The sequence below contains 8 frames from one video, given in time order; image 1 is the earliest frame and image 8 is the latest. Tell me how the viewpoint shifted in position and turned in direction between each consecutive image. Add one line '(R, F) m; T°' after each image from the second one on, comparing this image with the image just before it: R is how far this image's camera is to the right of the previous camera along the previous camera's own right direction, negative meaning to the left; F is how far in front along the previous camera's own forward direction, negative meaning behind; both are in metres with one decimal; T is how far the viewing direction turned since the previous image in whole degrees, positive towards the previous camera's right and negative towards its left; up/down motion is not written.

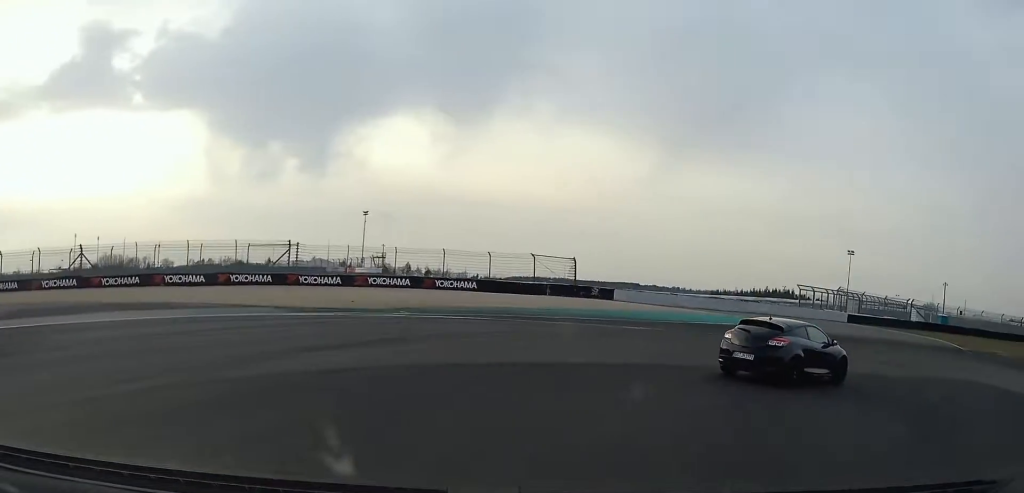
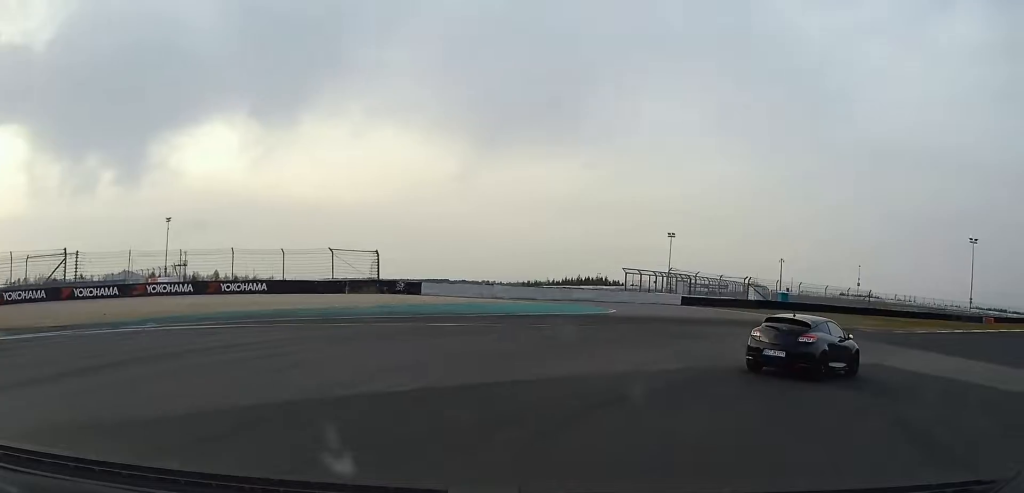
(+0.1, +5.9) m; +17°
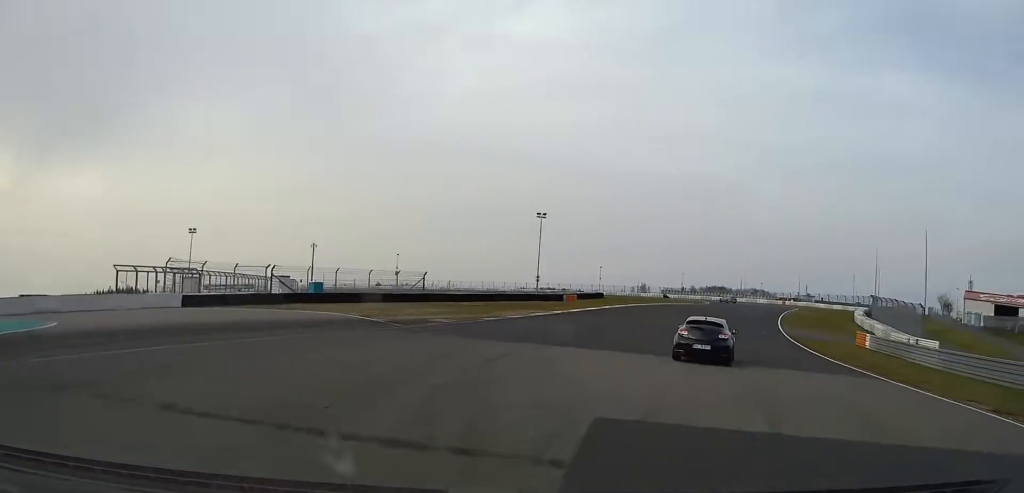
(+5.5, +13.6) m; +38°
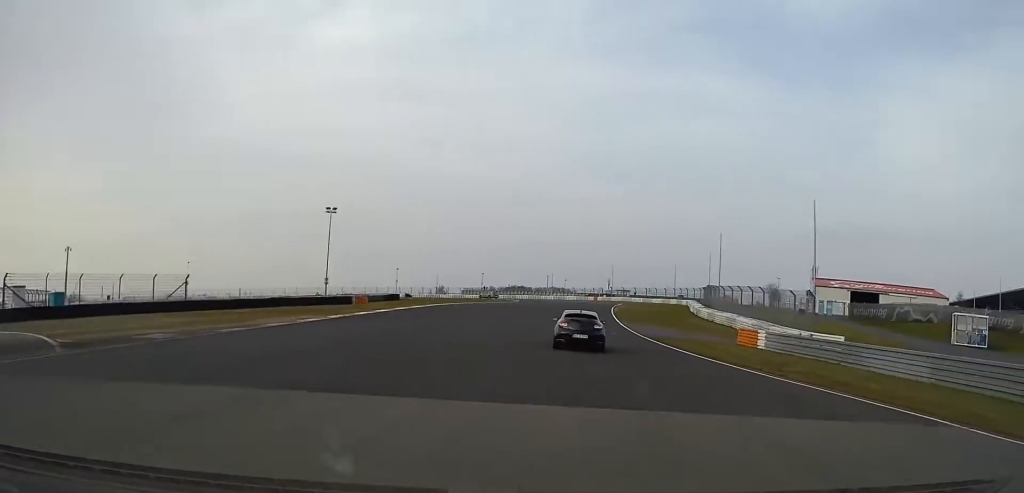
(+1.8, +11.7) m; +11°
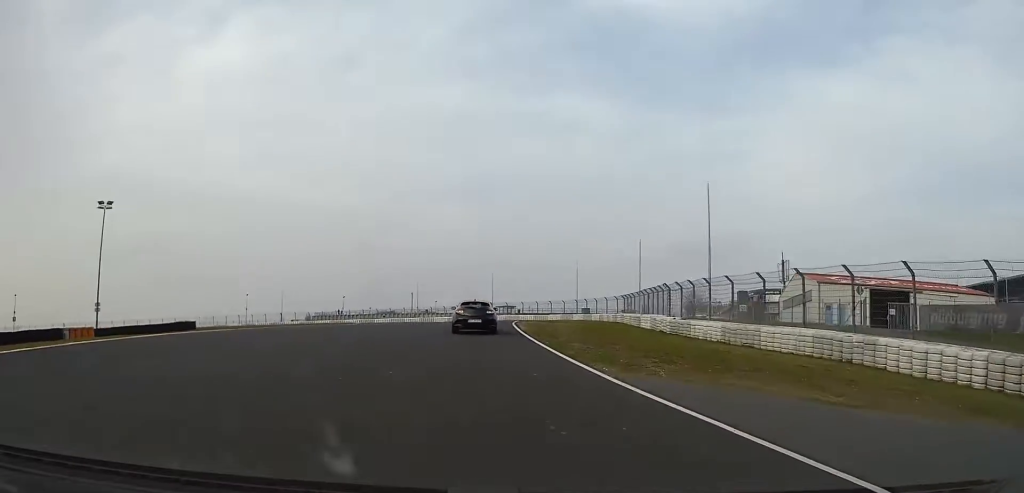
(+3.9, +34.6) m; +8°
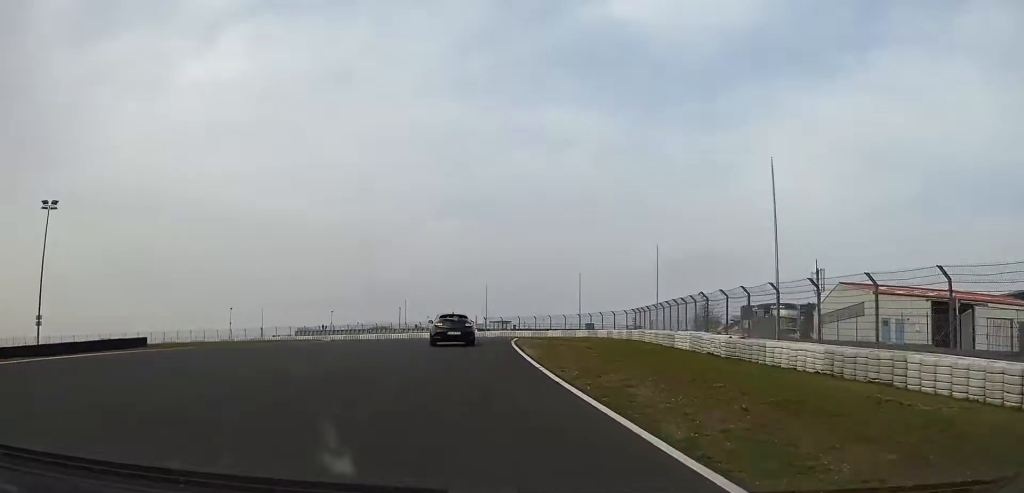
(0.0, +12.0) m; 0°
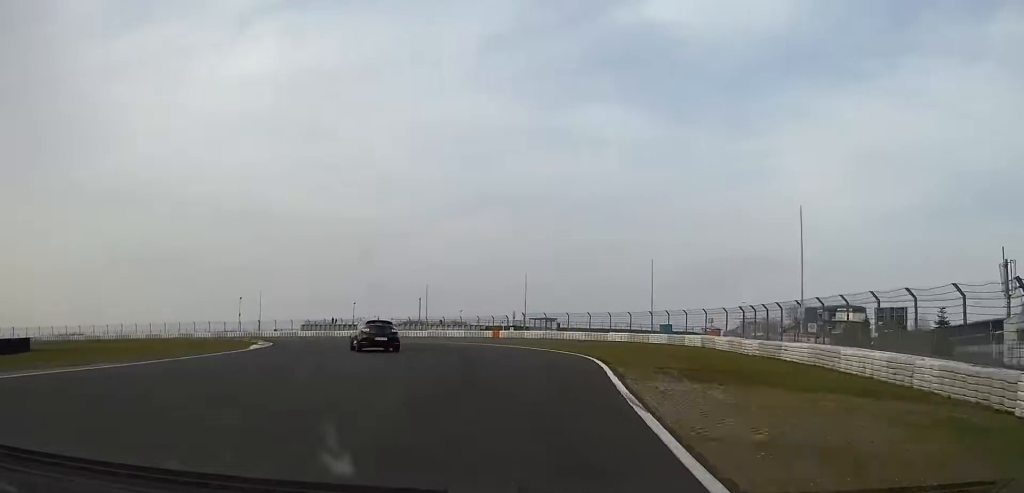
(+0.3, +29.6) m; -2°
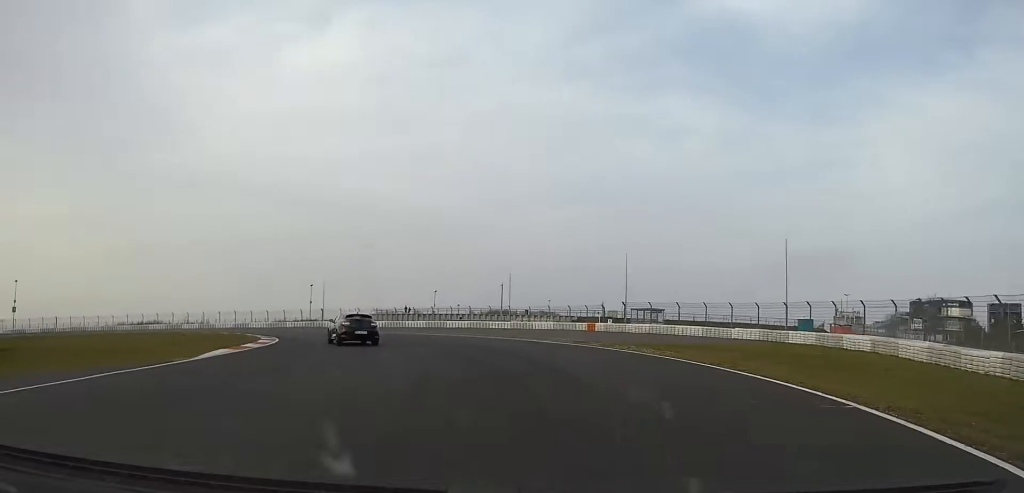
(-0.6, +17.4) m; -6°
